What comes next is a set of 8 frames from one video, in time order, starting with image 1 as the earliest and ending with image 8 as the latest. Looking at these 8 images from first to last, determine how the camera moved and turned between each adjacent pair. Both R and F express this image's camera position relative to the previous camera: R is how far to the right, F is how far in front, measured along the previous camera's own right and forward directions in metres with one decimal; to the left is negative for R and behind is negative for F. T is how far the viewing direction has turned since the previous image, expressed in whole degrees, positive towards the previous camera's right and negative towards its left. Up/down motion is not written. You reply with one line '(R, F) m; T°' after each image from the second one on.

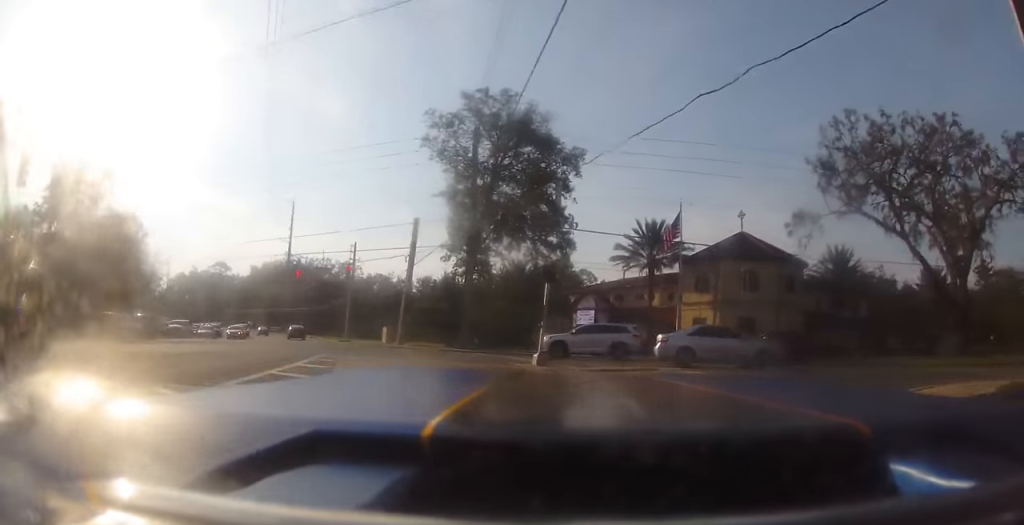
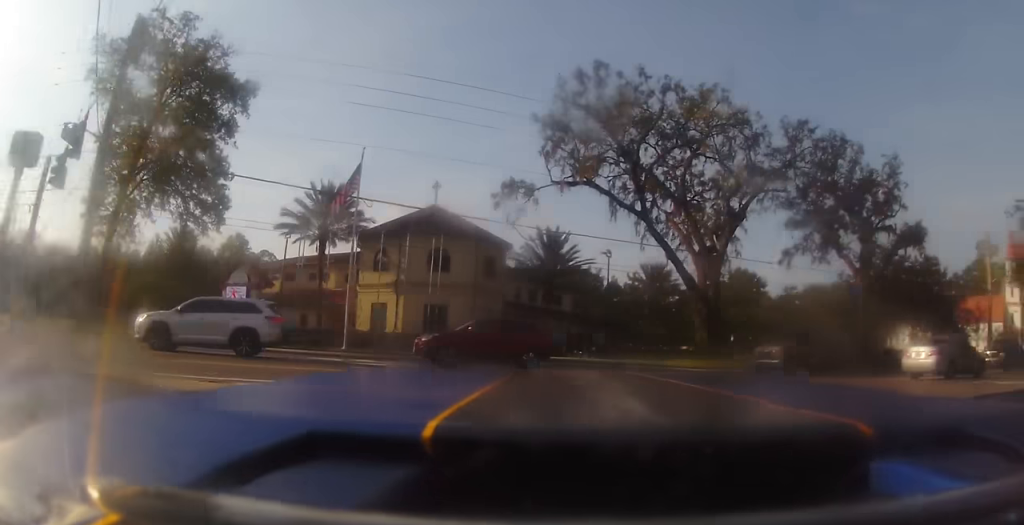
(+1.1, +13.0) m; +27°
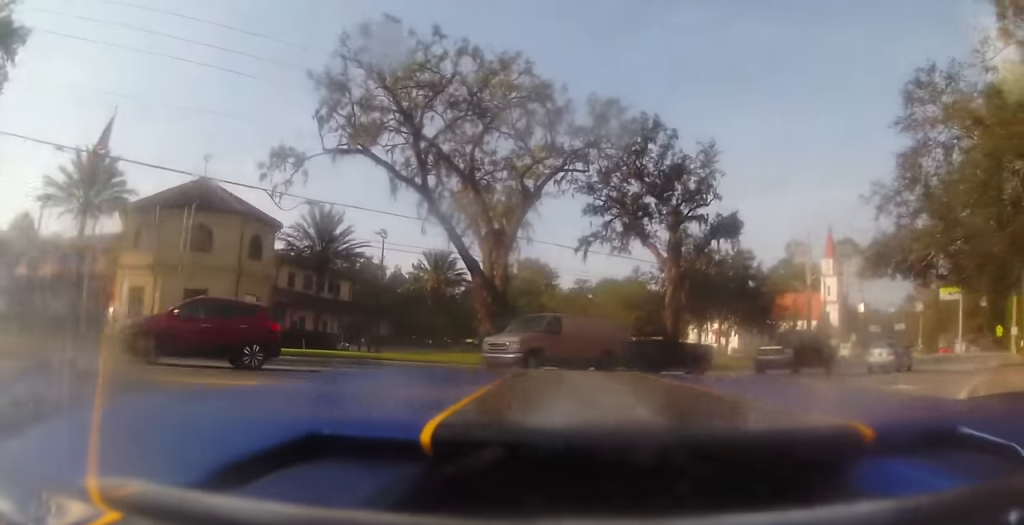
(+2.5, +4.1) m; +51°
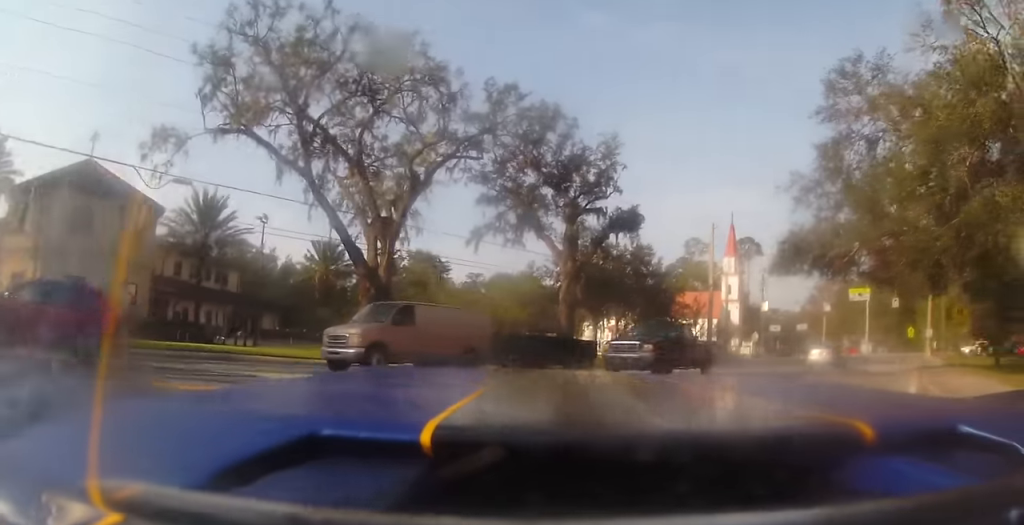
(+0.5, +2.7) m; +23°
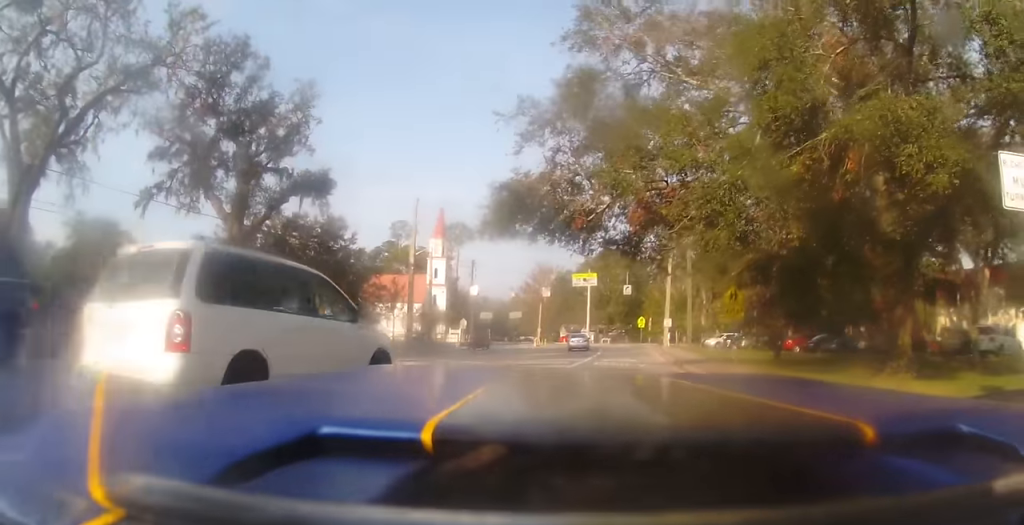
(+2.7, +11.0) m; +7°
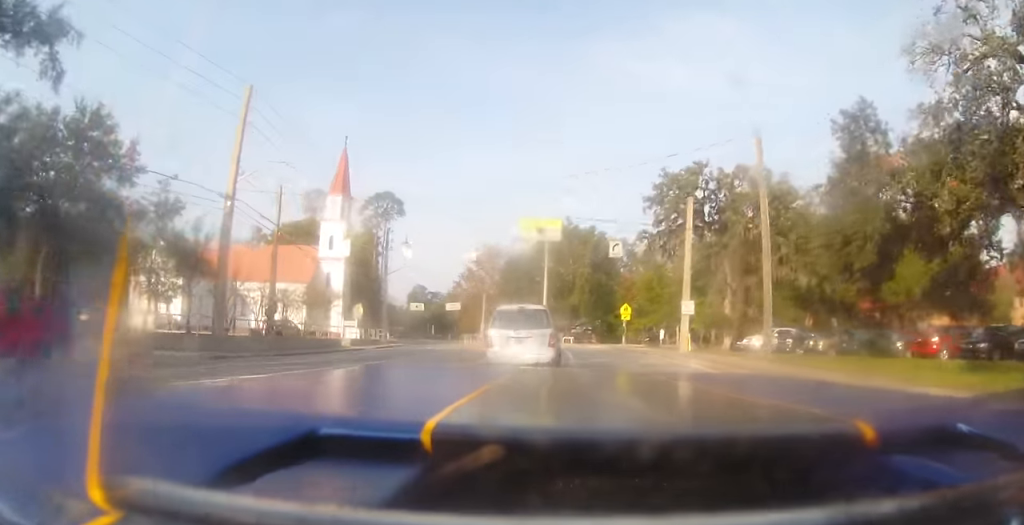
(-1.5, +22.5) m; -4°
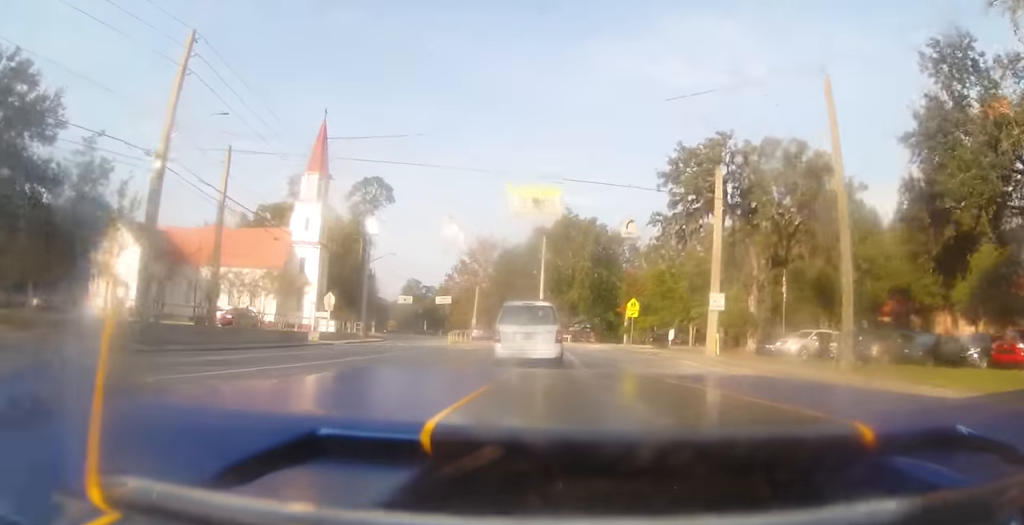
(-0.1, +6.1) m; -1°
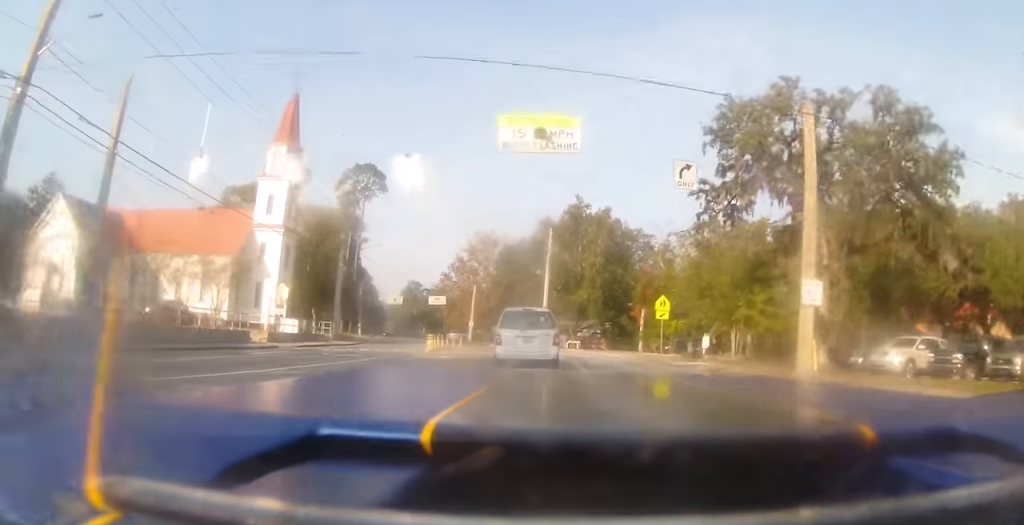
(-0.1, +9.8) m; -2°
